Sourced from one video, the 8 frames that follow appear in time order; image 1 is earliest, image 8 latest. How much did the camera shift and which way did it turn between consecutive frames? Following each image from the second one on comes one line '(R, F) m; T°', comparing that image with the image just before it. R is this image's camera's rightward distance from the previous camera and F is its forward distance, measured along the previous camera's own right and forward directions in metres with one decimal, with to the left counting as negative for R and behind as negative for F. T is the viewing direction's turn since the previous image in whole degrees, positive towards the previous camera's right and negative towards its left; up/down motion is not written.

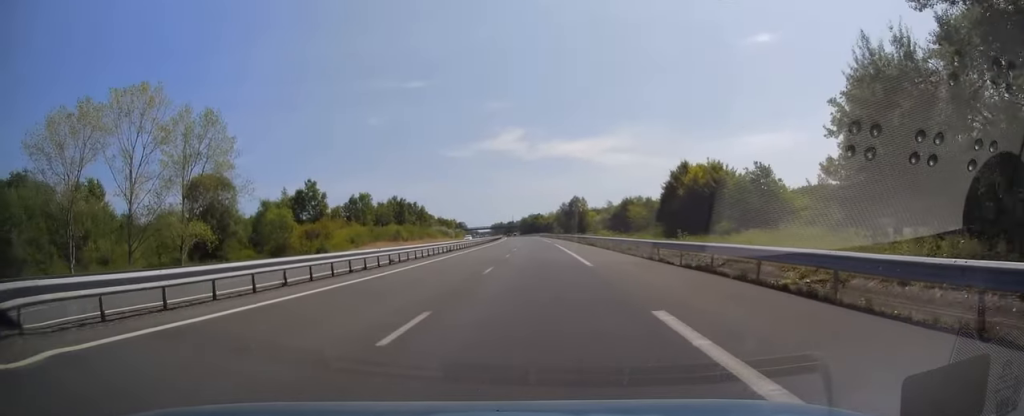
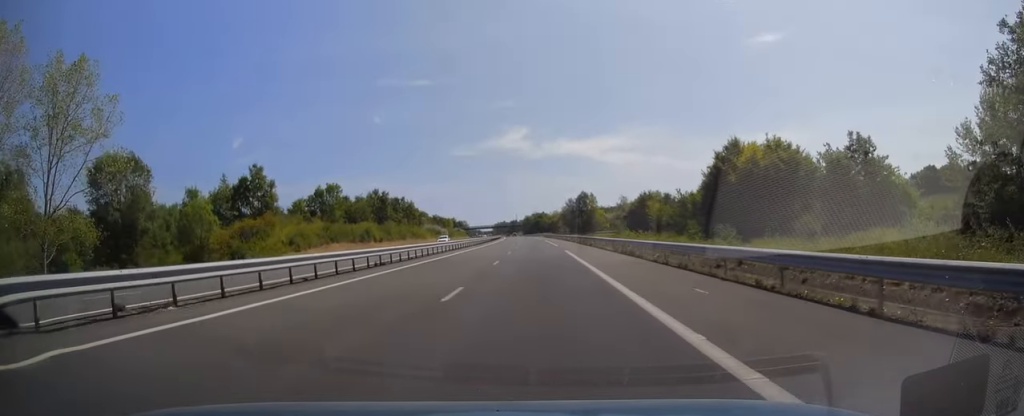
(0.0, +21.7) m; 0°
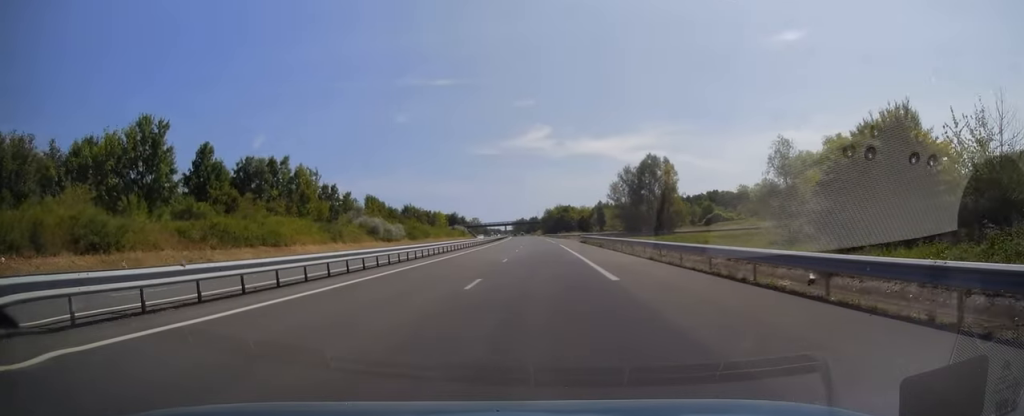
(-2.0, +89.5) m; -3°
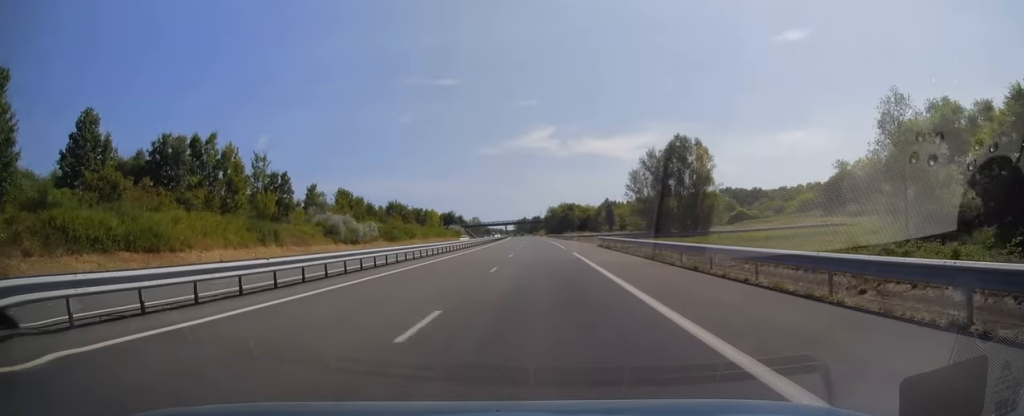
(-0.3, +20.2) m; 0°
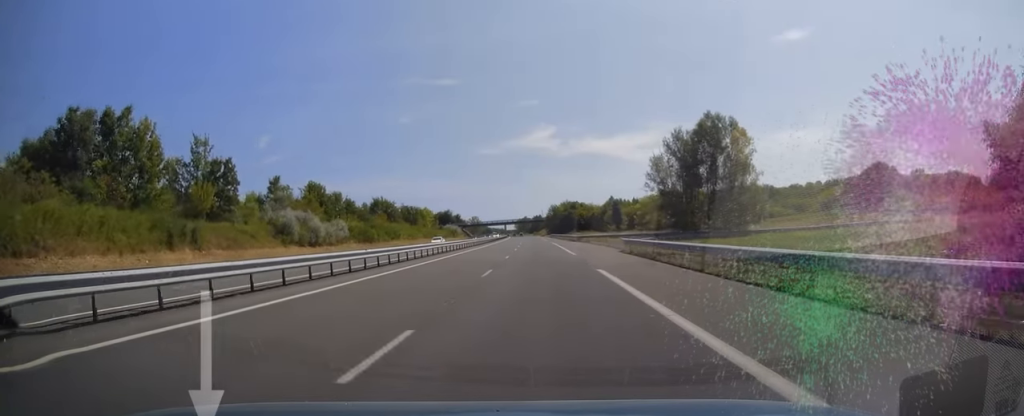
(-0.1, +15.2) m; 0°
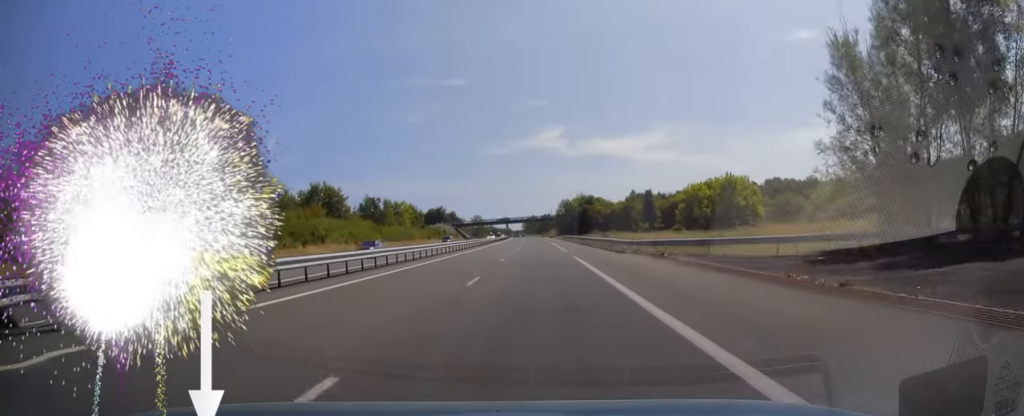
(+0.2, +42.3) m; 0°
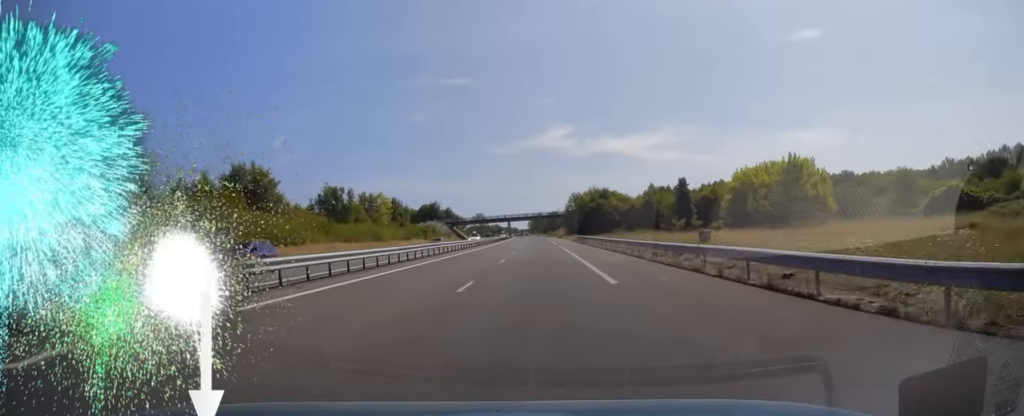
(-0.4, +28.1) m; -1°
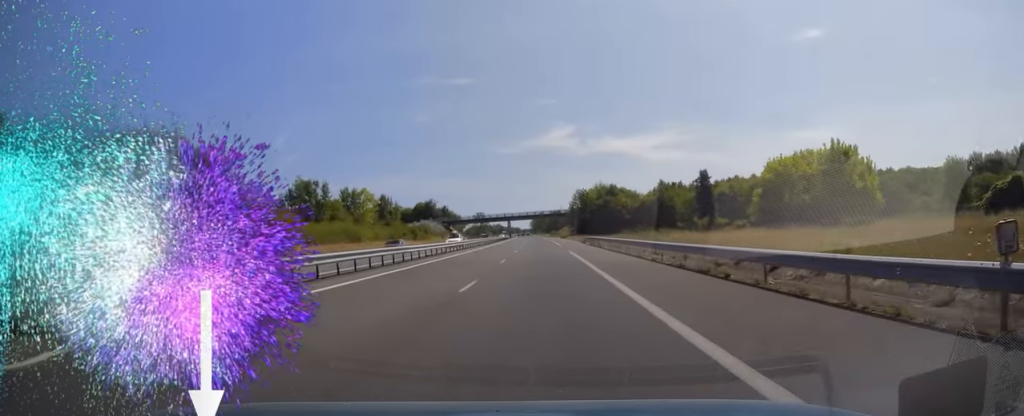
(-0.2, +13.3) m; 0°
